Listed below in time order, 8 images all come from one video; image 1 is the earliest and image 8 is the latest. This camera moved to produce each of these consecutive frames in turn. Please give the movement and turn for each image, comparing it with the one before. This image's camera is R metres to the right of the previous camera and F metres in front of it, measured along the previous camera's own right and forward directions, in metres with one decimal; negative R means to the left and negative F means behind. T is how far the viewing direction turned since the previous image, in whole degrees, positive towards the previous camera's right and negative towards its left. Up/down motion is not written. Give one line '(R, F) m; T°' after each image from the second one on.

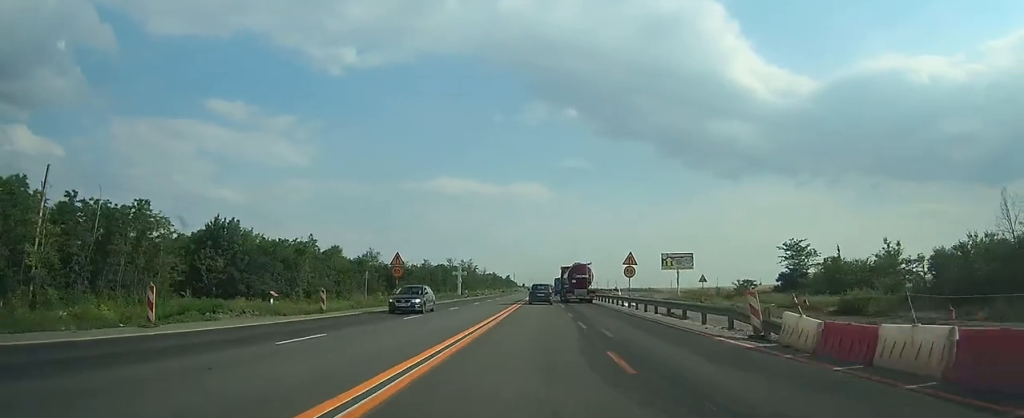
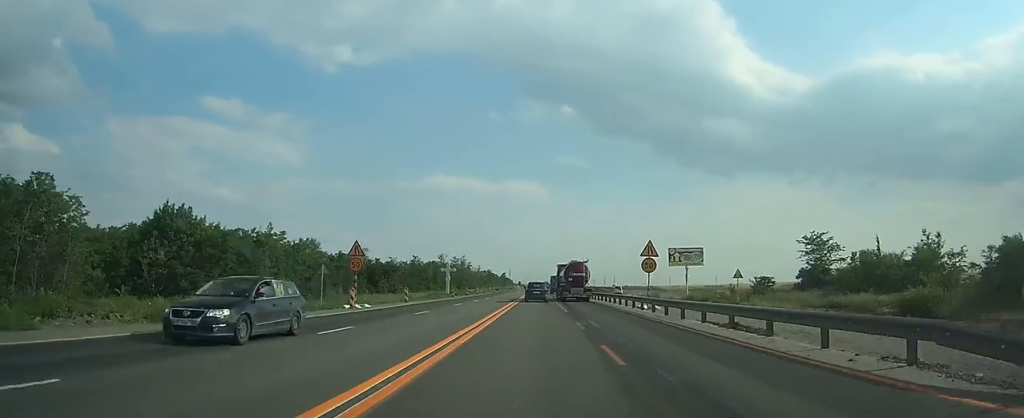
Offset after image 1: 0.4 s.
(0.0, +9.2) m; 0°
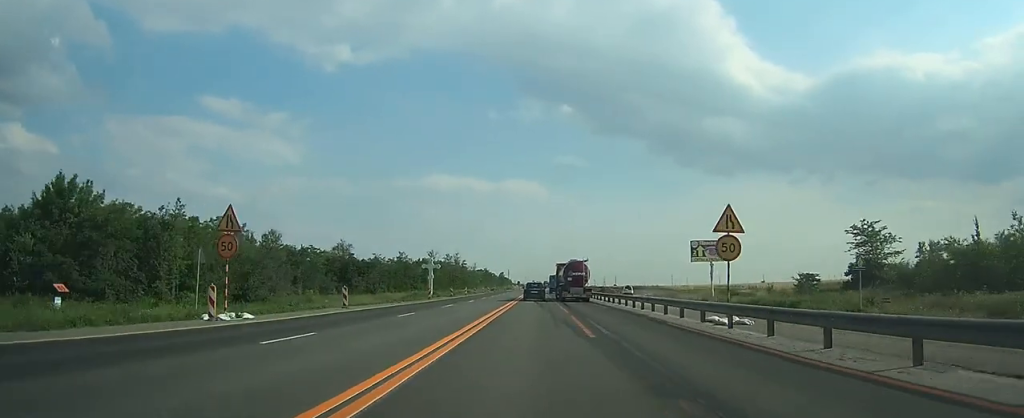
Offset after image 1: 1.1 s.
(+0.1, +15.0) m; +1°
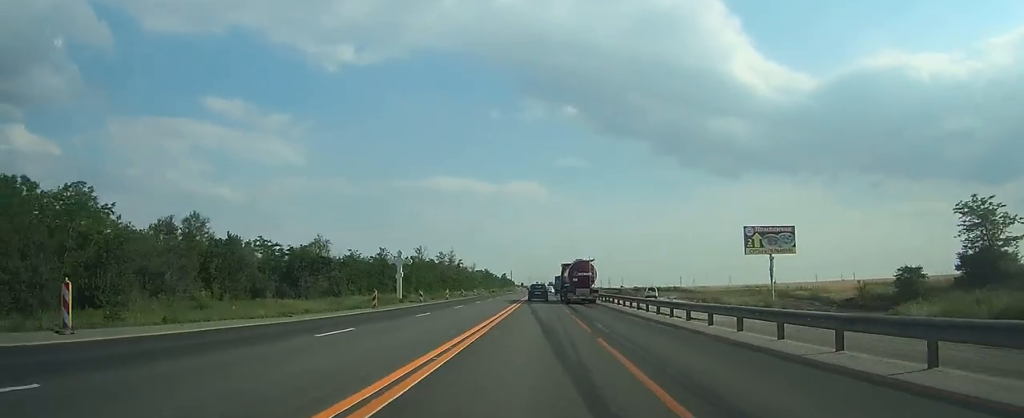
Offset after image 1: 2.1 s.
(+0.2, +20.8) m; +1°
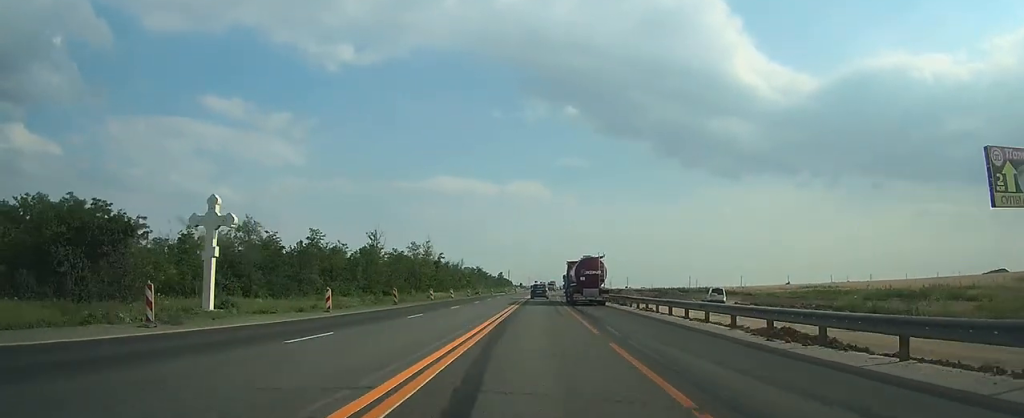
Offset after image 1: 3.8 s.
(-0.1, +37.3) m; 0°
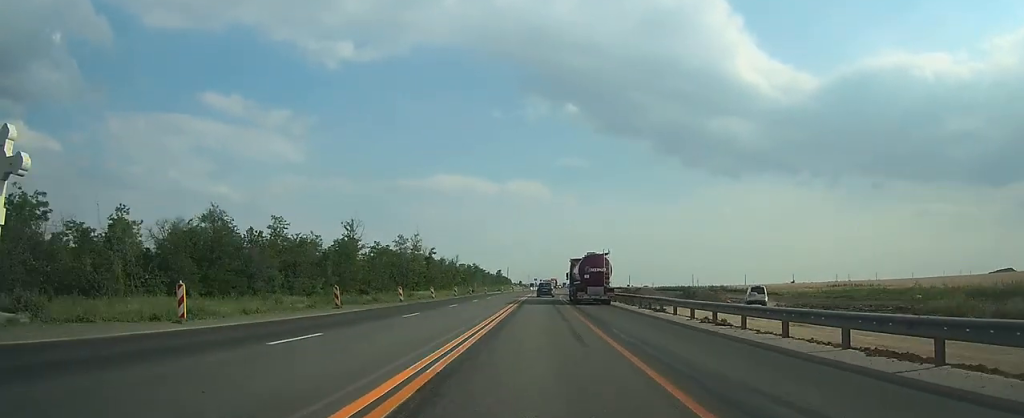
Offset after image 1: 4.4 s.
(0.0, +12.7) m; 0°
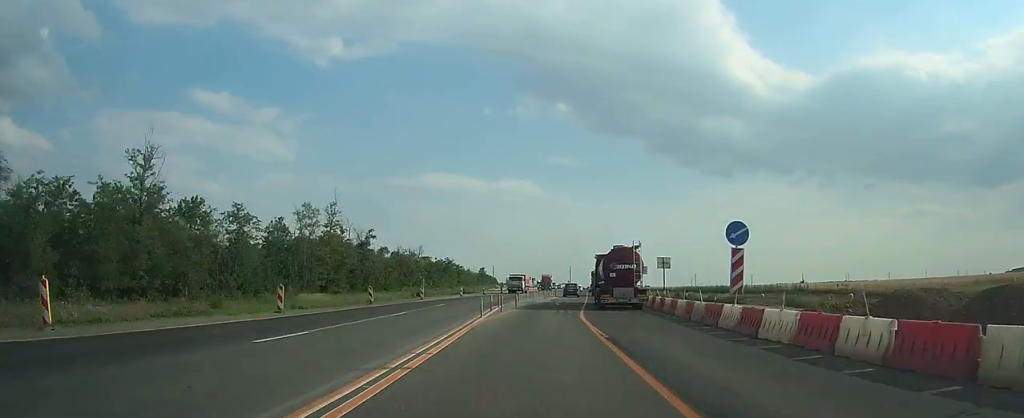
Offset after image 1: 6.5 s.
(-0.1, +47.3) m; 0°
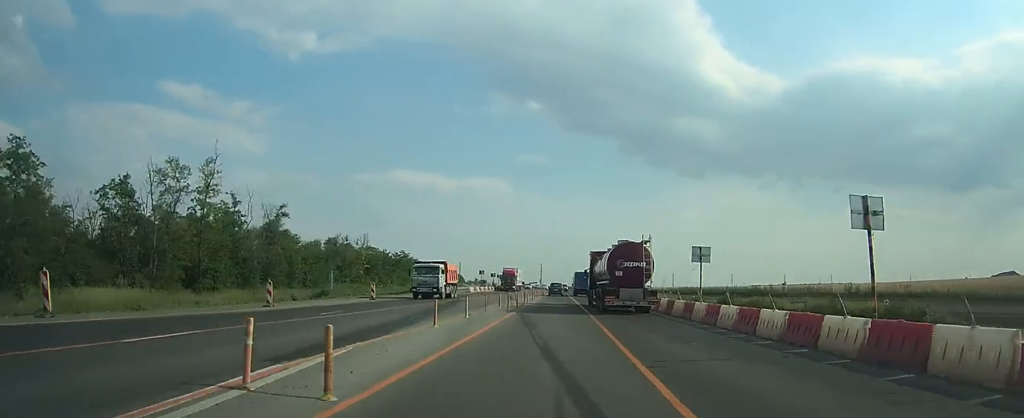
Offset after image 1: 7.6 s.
(+0.2, +26.3) m; +1°
